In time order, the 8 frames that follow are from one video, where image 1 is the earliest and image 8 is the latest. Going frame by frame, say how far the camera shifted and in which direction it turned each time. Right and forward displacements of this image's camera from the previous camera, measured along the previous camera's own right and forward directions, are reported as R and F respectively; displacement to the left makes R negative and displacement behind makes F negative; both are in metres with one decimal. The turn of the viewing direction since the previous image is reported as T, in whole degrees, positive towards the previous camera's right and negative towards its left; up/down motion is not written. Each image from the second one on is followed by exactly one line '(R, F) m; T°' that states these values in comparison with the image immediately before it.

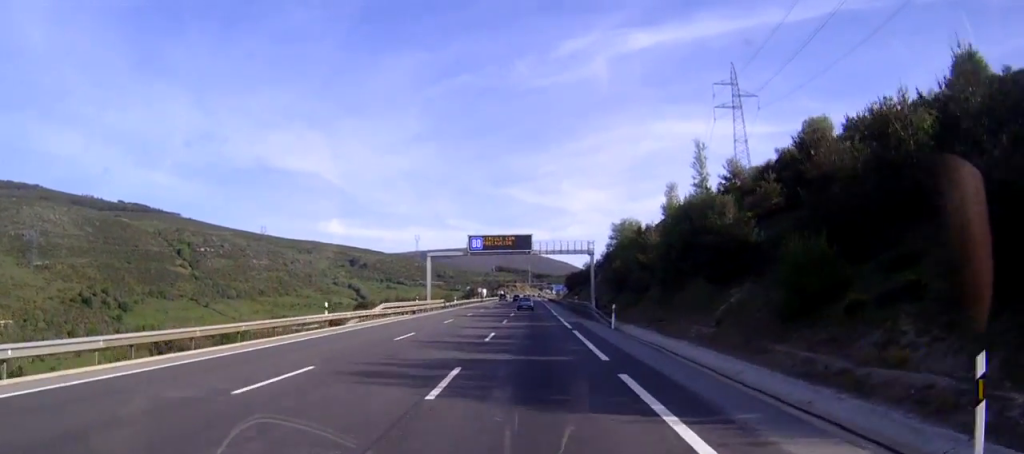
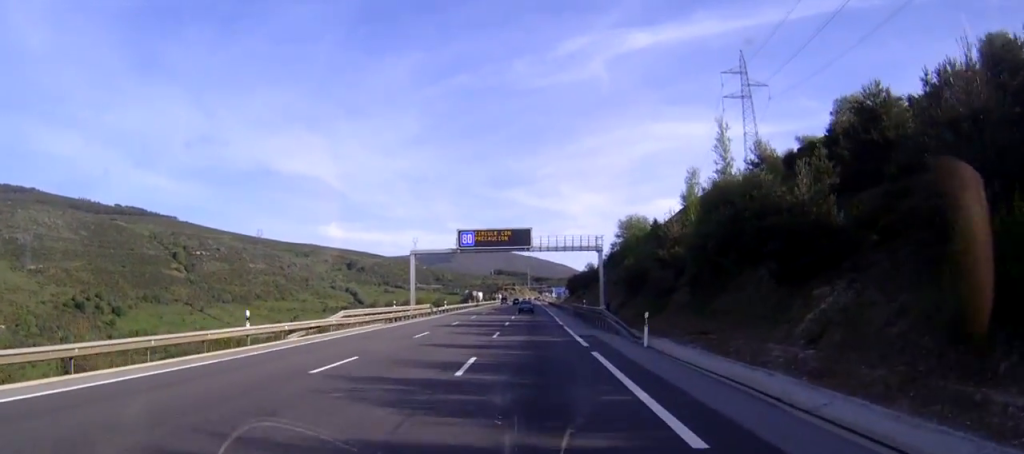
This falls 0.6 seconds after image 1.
(0.0, +11.1) m; 0°
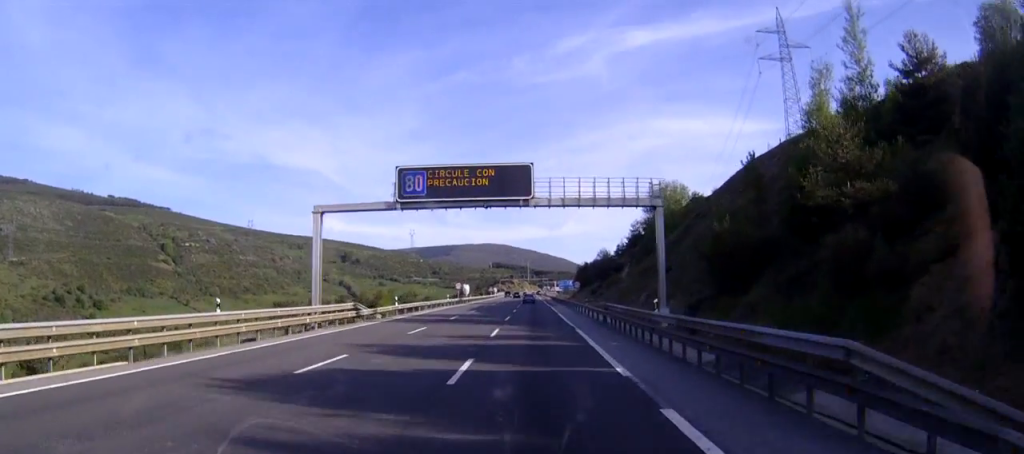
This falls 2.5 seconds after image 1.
(0.0, +33.1) m; 0°
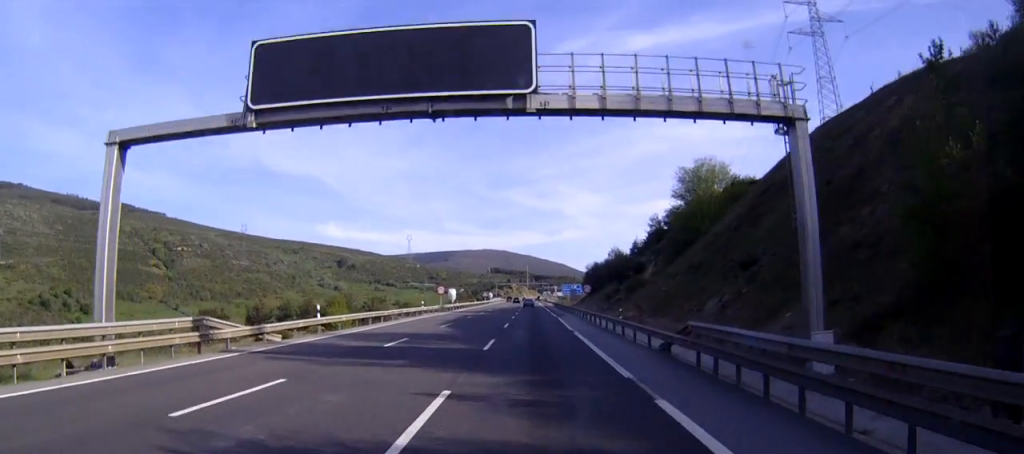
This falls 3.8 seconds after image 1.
(0.0, +21.4) m; 0°
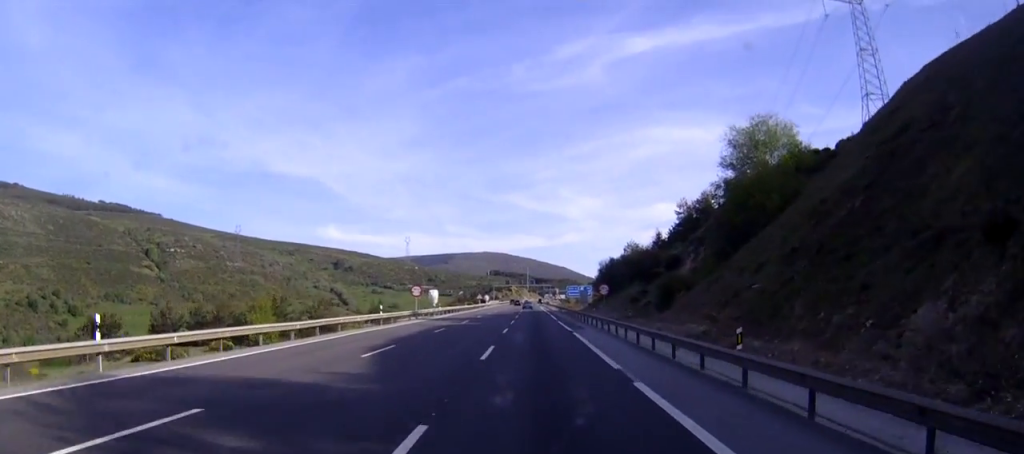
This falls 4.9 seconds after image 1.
(0.0, +20.3) m; 0°
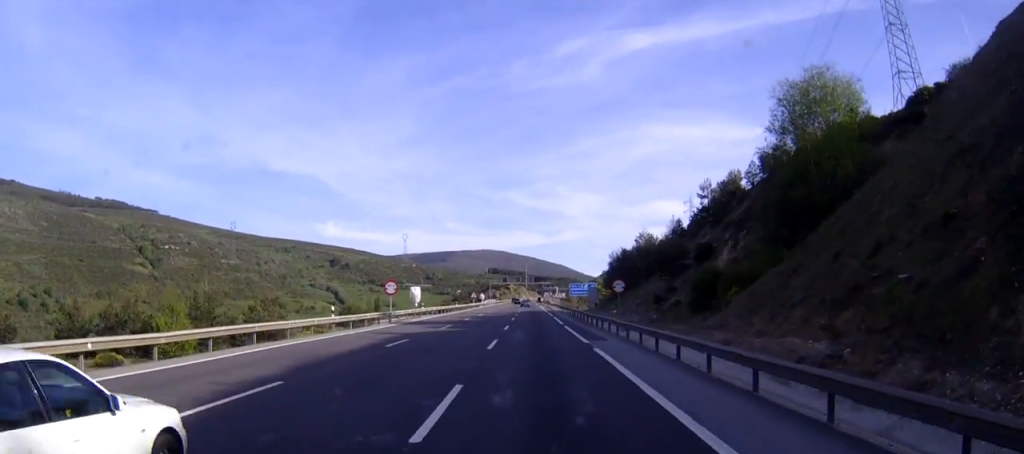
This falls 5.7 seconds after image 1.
(0.0, +12.7) m; 0°
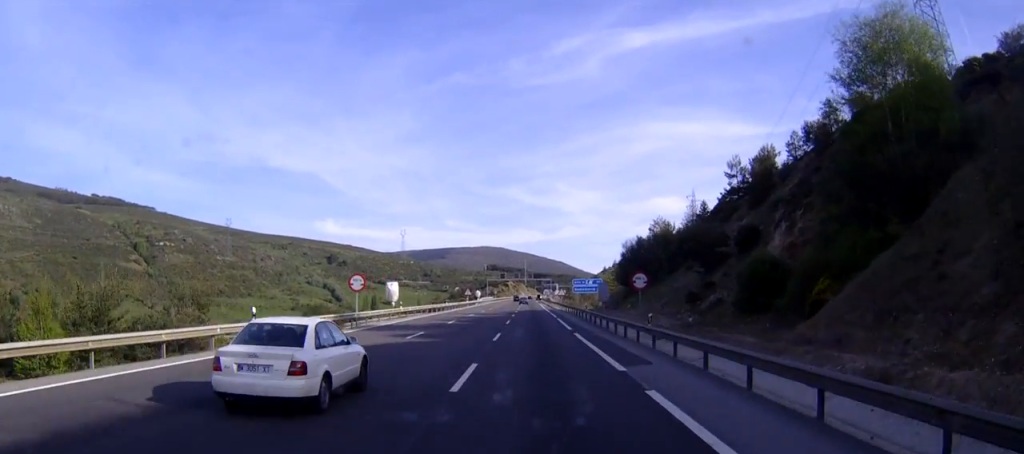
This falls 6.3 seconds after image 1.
(0.0, +11.6) m; 0°
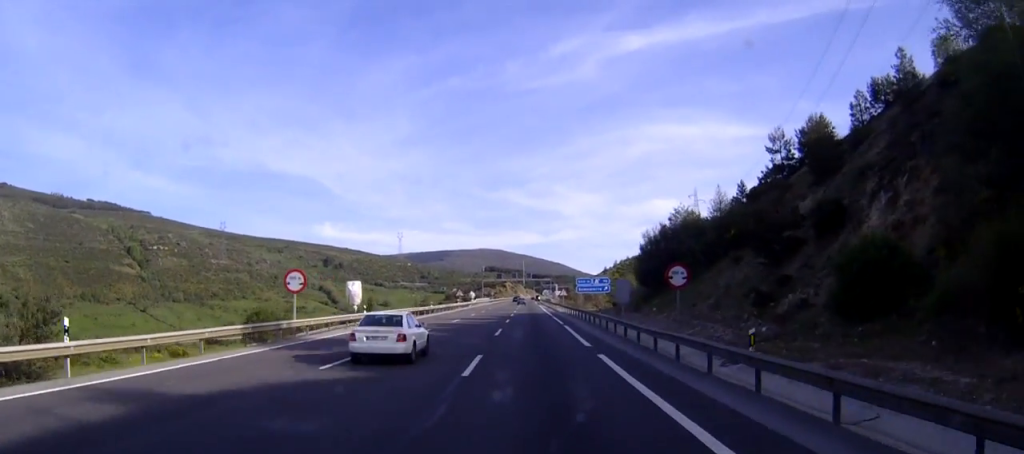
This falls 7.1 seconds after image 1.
(0.0, +12.7) m; 0°
